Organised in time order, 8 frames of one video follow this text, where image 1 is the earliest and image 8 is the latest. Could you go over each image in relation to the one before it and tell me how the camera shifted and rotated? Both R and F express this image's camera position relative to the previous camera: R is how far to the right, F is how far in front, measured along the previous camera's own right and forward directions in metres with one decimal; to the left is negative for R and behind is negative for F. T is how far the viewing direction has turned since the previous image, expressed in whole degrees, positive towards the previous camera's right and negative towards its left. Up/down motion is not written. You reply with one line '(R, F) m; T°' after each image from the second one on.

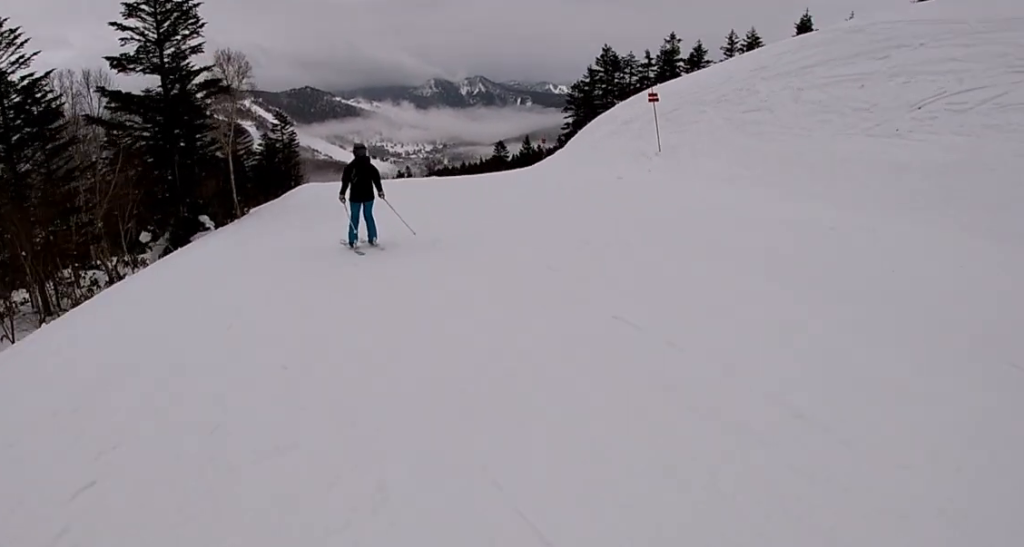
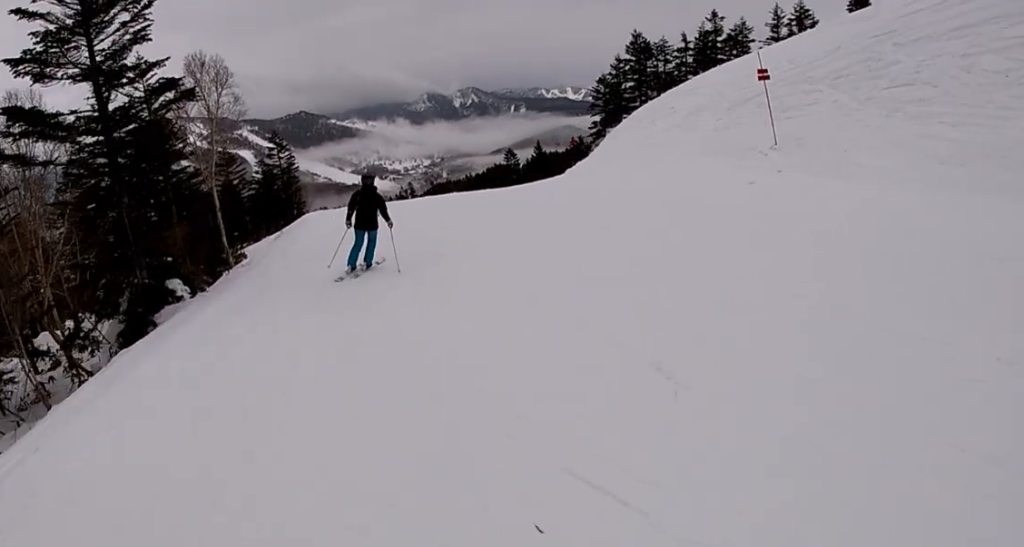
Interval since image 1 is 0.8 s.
(-0.2, +6.1) m; +5°
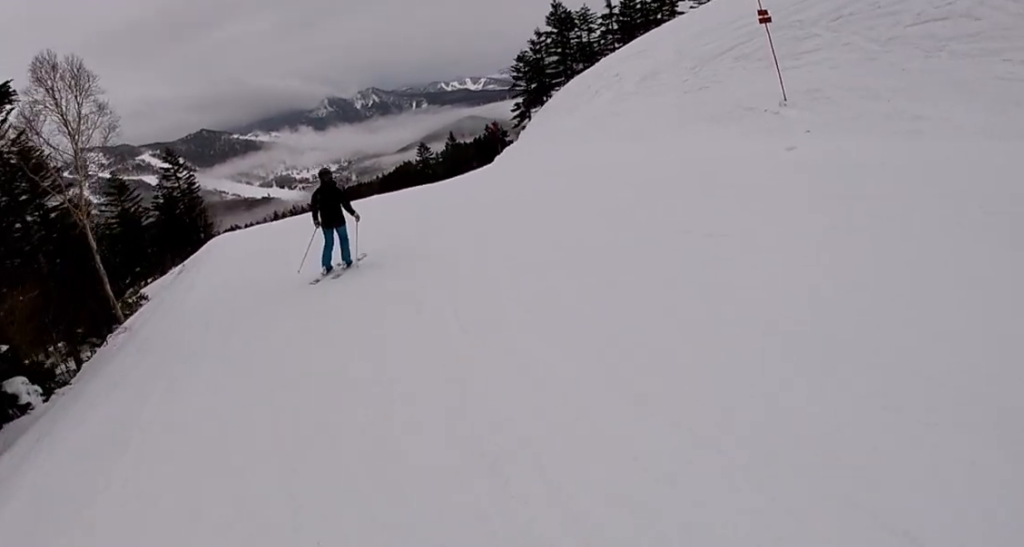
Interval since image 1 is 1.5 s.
(+0.2, +4.3) m; +6°
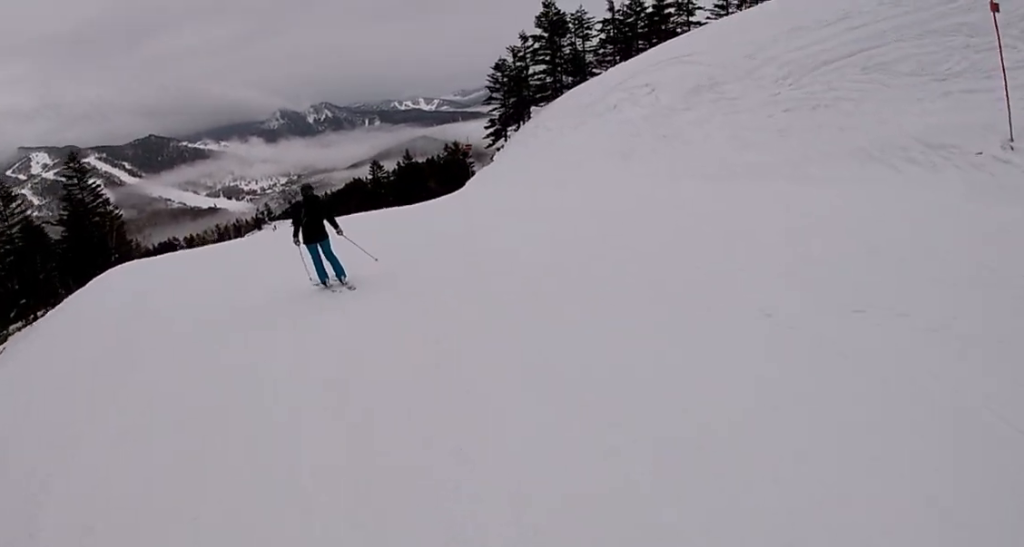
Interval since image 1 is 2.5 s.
(+1.0, +7.8) m; +3°
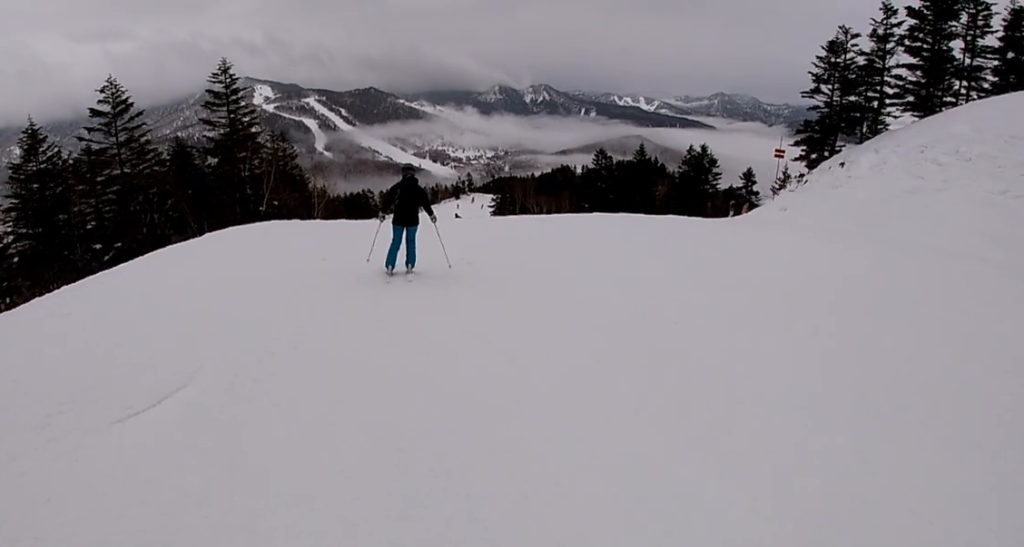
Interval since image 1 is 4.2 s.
(-1.9, +11.7) m; -16°
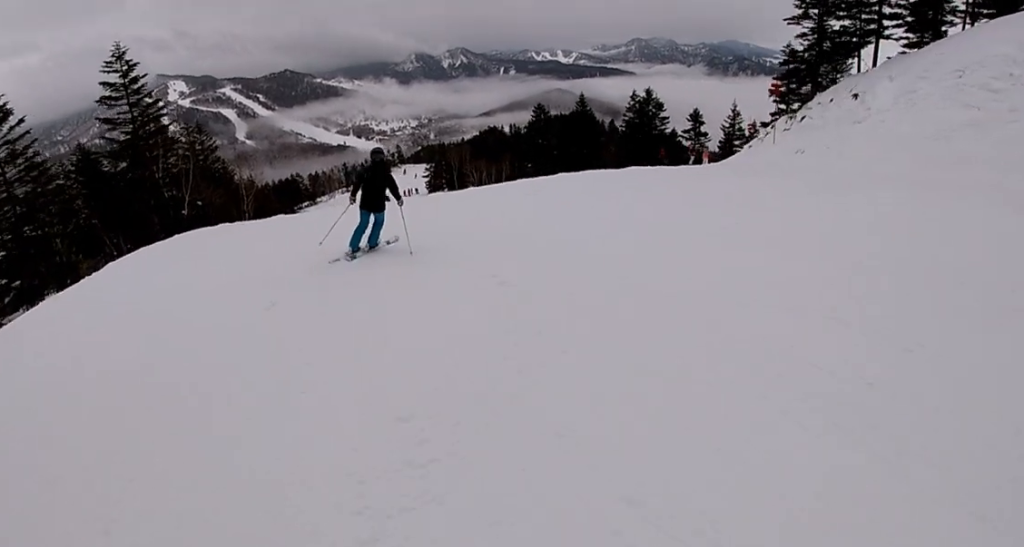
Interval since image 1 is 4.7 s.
(0.0, +3.8) m; +6°
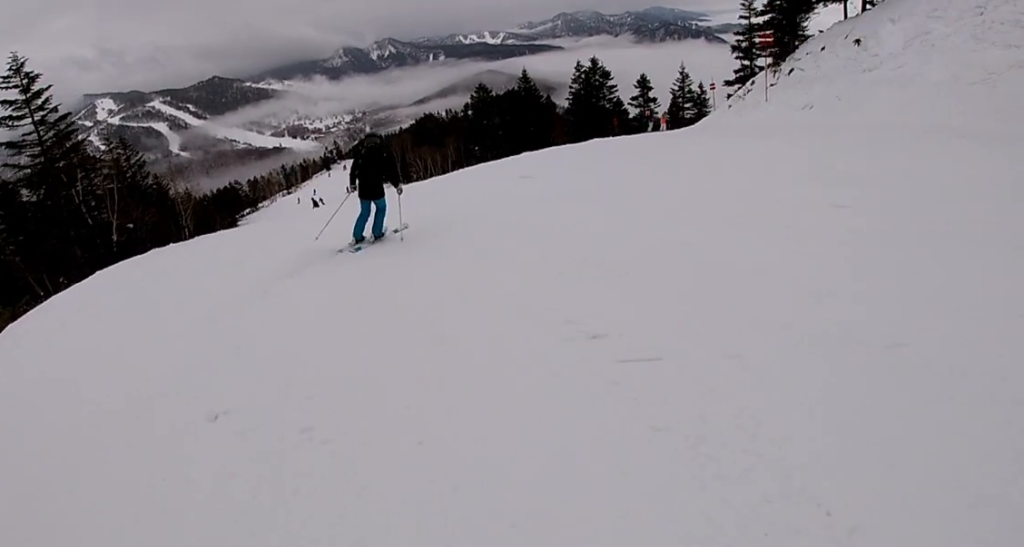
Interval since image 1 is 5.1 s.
(-0.3, +2.7) m; +4°
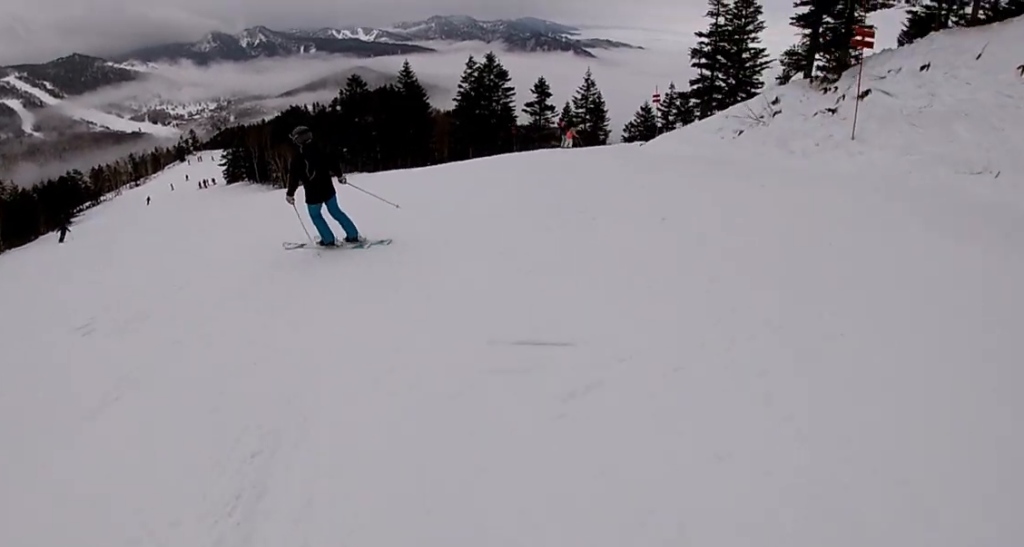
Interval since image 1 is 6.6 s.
(+2.7, +8.4) m; +15°
